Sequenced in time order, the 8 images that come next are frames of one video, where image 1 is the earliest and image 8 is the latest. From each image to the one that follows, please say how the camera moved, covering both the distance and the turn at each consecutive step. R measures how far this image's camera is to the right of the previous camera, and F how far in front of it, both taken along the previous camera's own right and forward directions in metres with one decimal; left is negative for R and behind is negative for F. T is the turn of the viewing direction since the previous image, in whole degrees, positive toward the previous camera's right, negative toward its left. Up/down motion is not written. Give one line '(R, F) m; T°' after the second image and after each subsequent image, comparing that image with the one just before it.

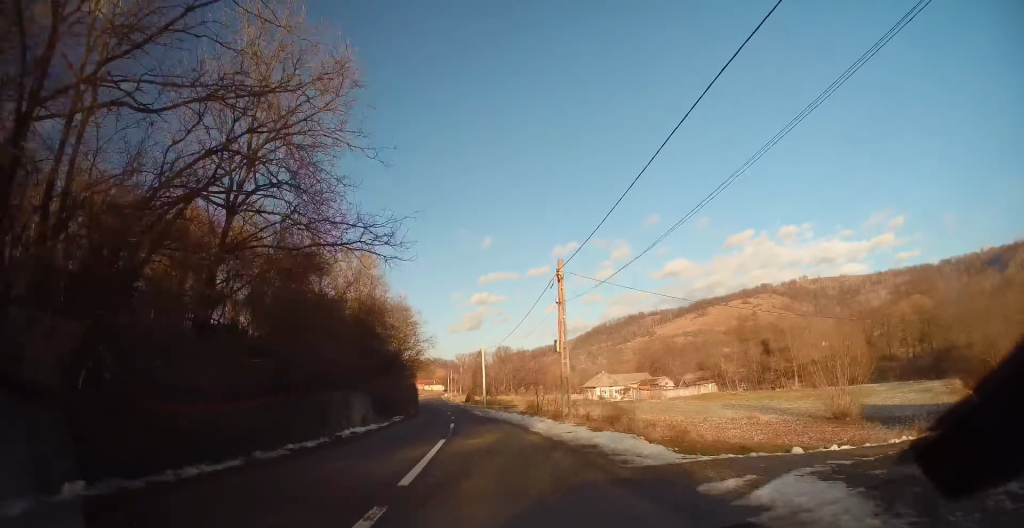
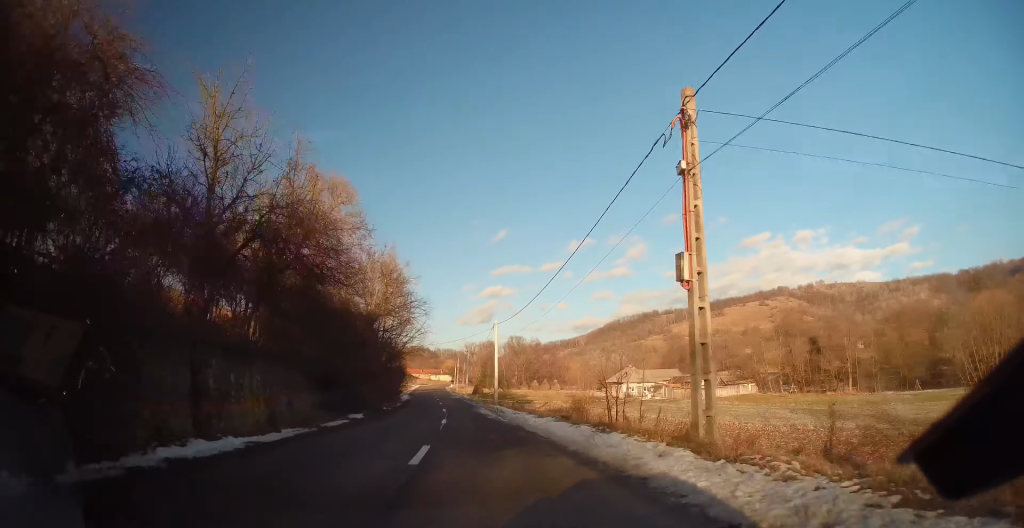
(-0.1, +16.7) m; -2°
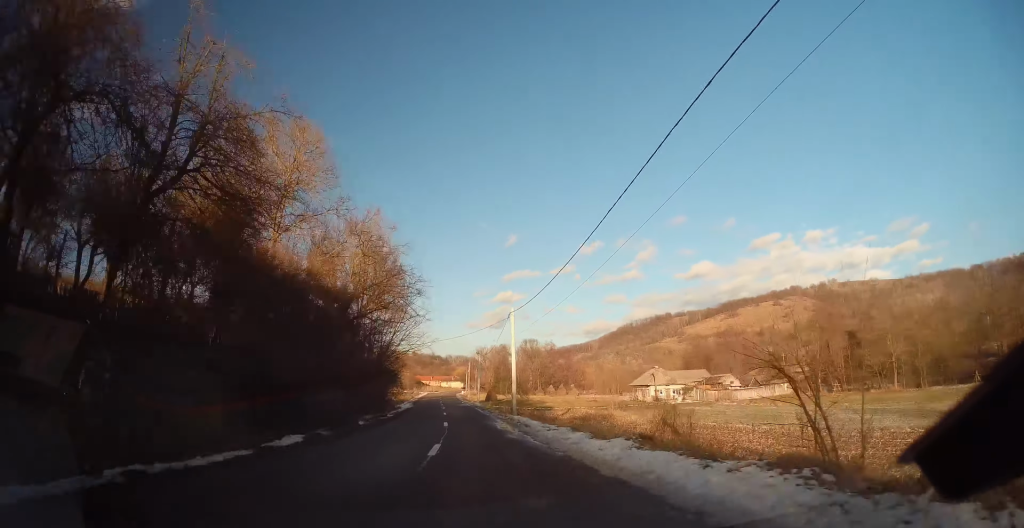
(-0.1, +10.1) m; -2°
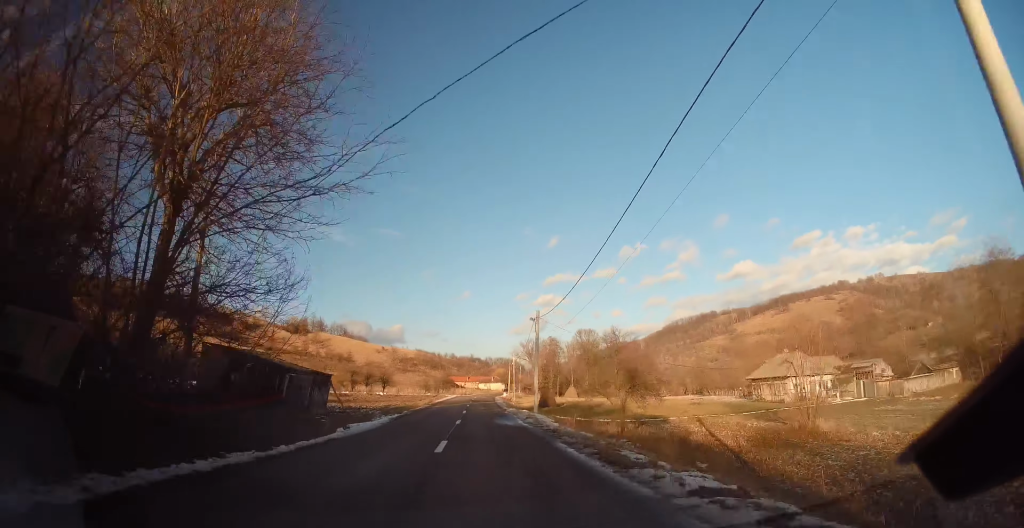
(-1.9, +37.3) m; -4°
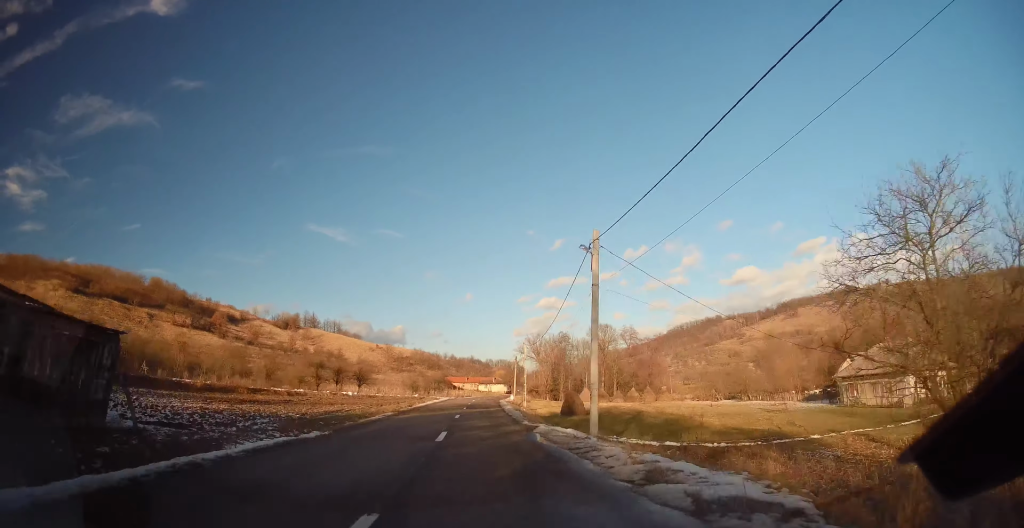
(+0.1, +21.6) m; +1°
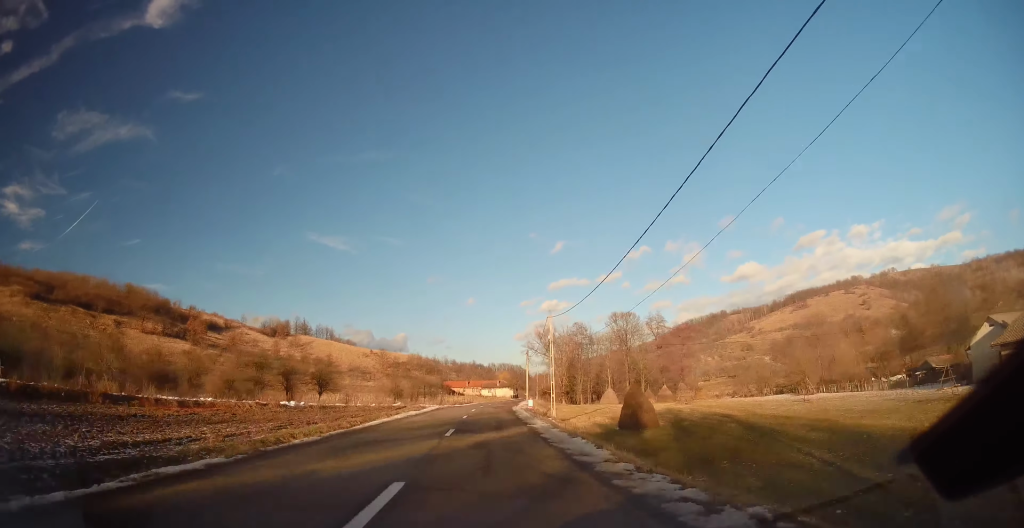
(+0.2, +22.3) m; 0°
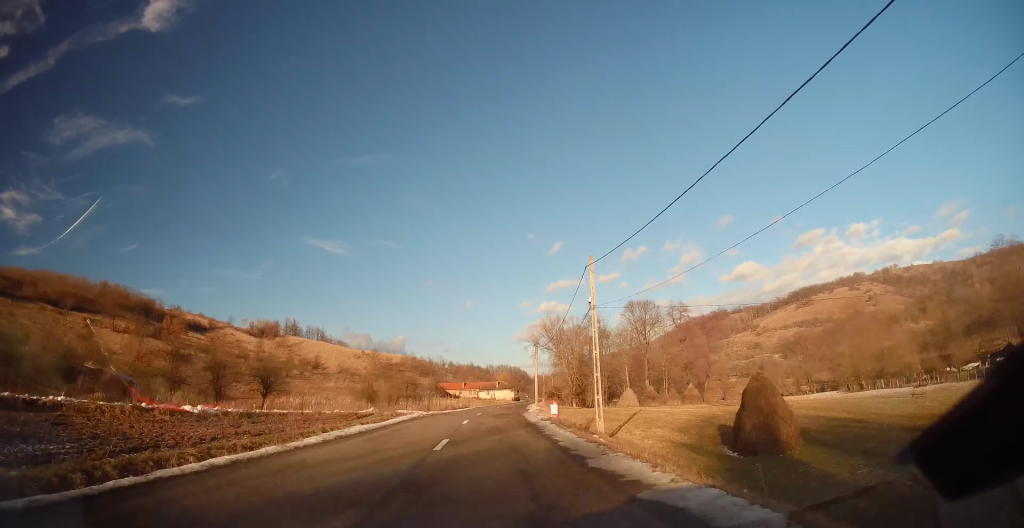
(-0.2, +16.3) m; -1°
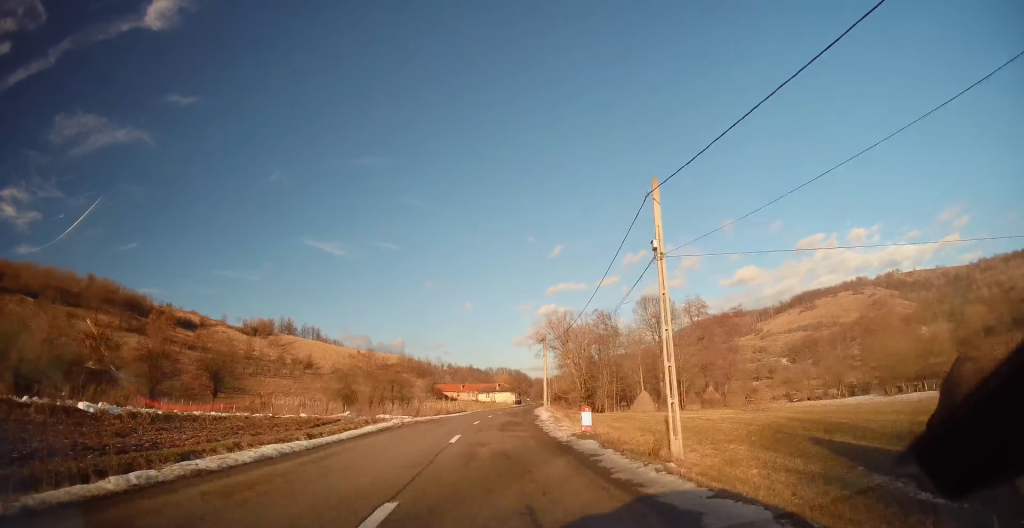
(-0.1, +9.5) m; +1°
